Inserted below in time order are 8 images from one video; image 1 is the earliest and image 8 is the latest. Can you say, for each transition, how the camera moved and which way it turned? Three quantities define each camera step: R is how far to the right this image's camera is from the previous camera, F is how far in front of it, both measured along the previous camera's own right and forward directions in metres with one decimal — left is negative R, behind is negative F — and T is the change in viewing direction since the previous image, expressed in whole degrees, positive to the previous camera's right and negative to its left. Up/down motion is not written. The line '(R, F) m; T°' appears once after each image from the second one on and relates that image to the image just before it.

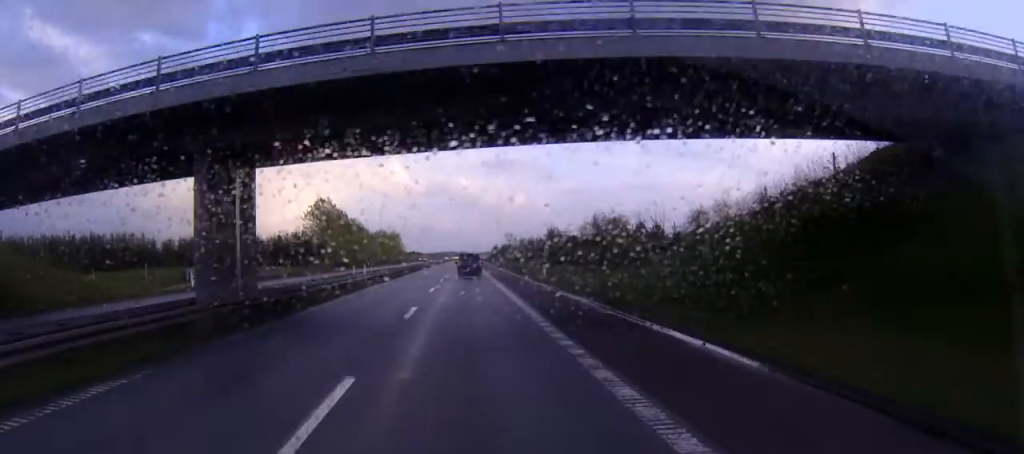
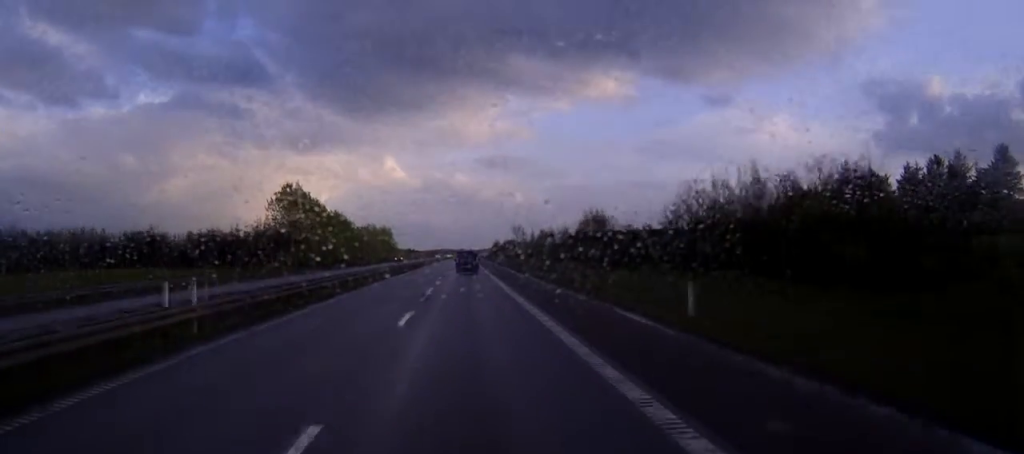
(+0.2, +32.6) m; +1°
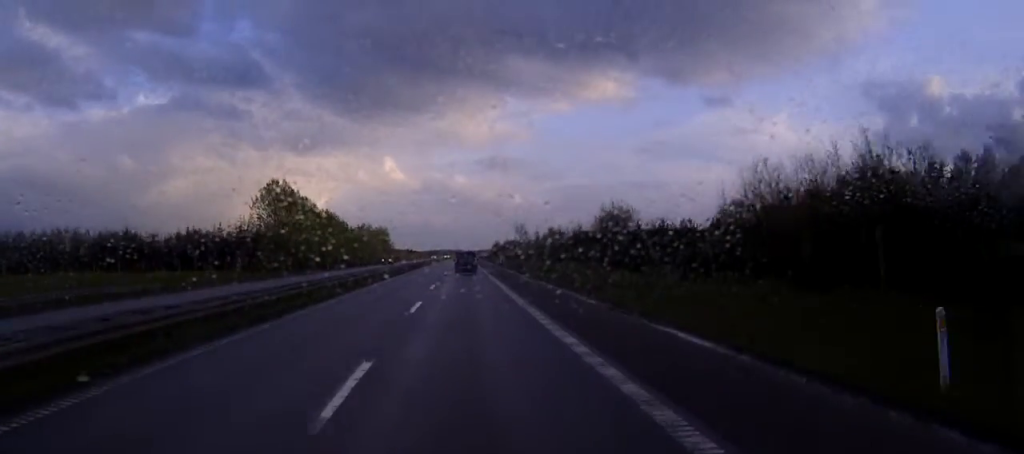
(0.0, +10.3) m; 0°
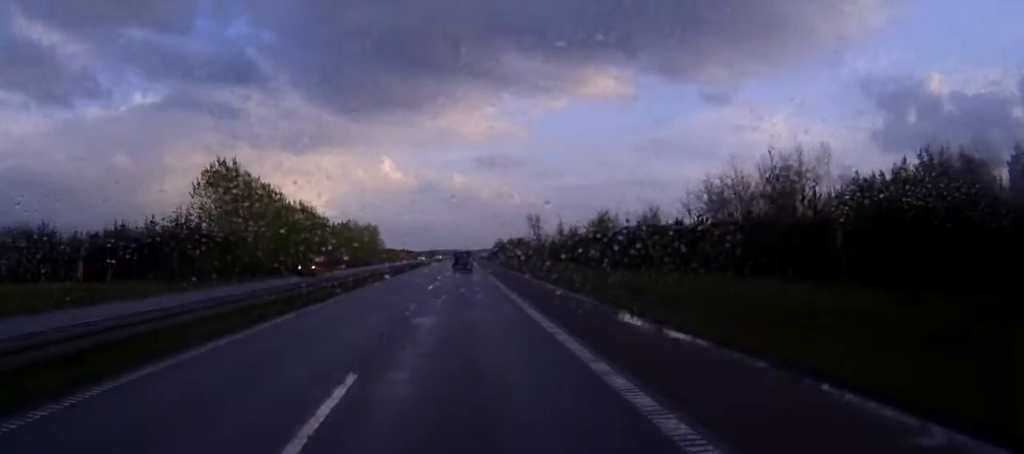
(0.0, +31.0) m; 0°
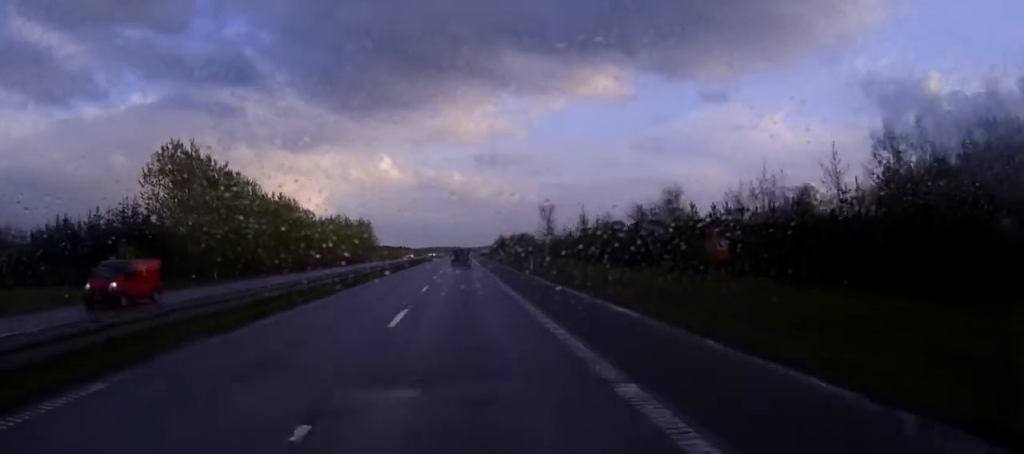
(0.0, +18.2) m; 0°
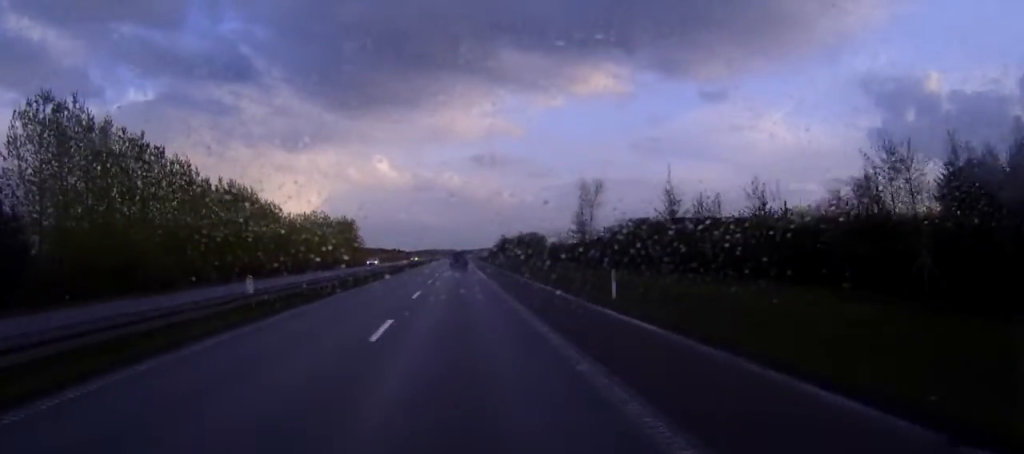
(0.0, +32.2) m; 0°
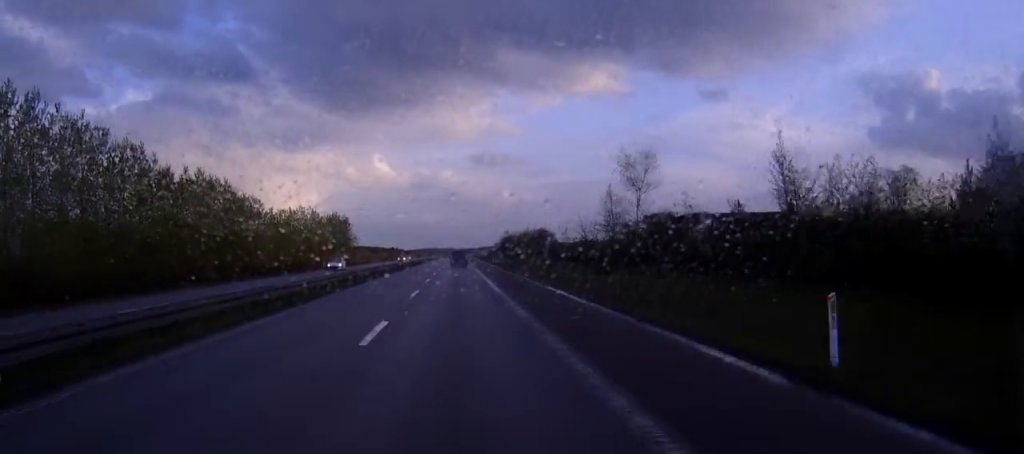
(0.0, +15.7) m; 0°
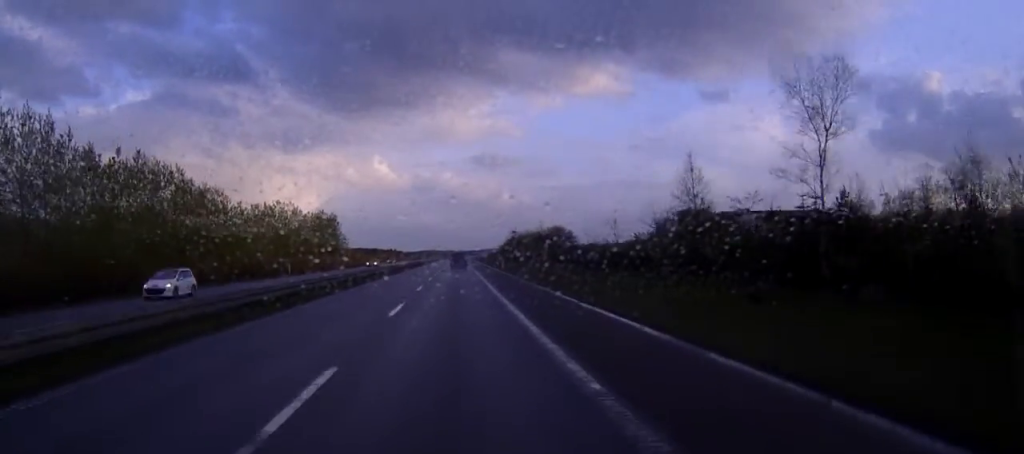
(0.0, +22.7) m; 0°
